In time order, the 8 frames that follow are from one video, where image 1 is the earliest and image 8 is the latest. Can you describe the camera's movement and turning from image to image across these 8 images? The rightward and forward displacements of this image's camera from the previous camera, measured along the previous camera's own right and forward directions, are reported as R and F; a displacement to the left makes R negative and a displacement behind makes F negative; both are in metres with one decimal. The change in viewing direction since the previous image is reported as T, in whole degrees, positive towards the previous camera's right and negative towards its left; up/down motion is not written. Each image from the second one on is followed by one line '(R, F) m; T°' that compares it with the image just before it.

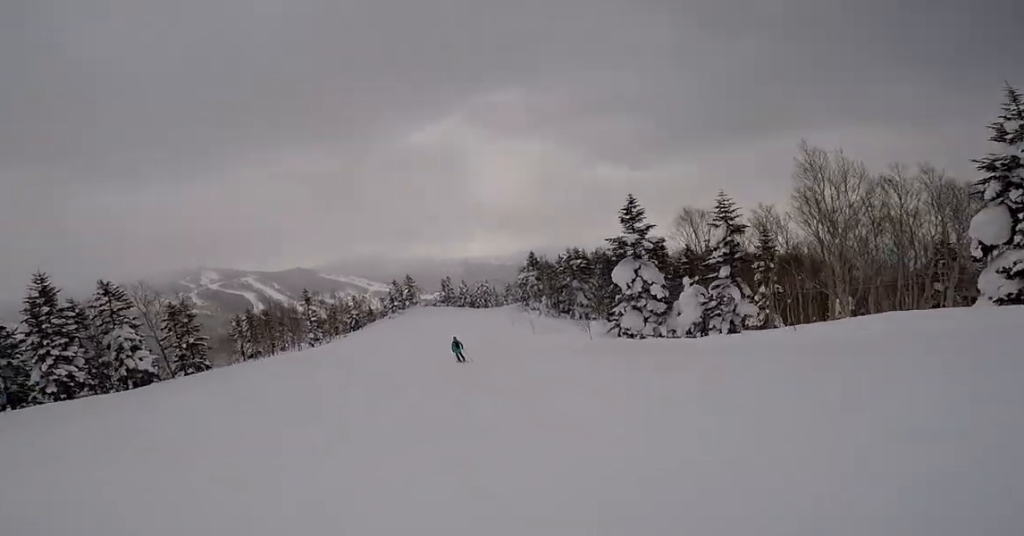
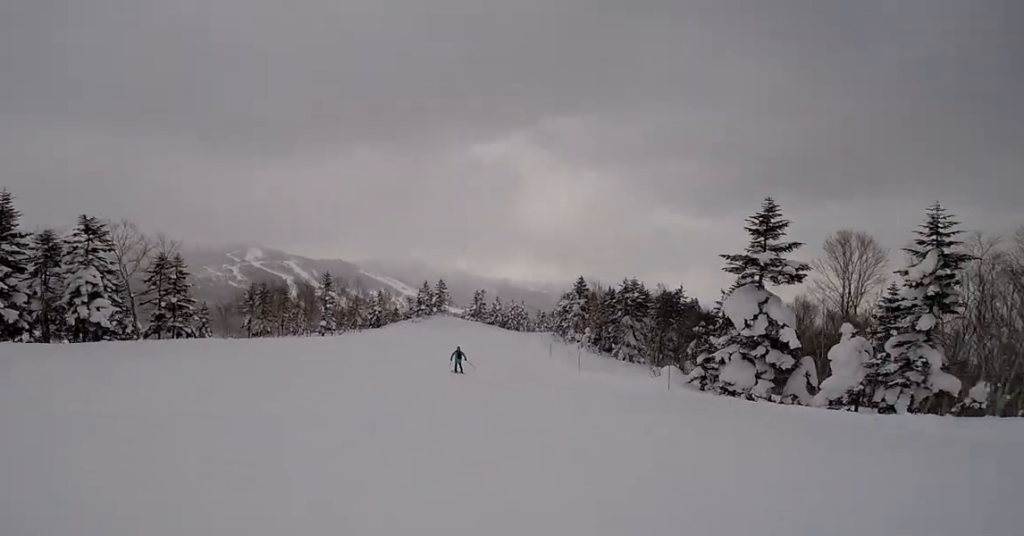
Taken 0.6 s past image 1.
(+0.2, +6.9) m; -4°
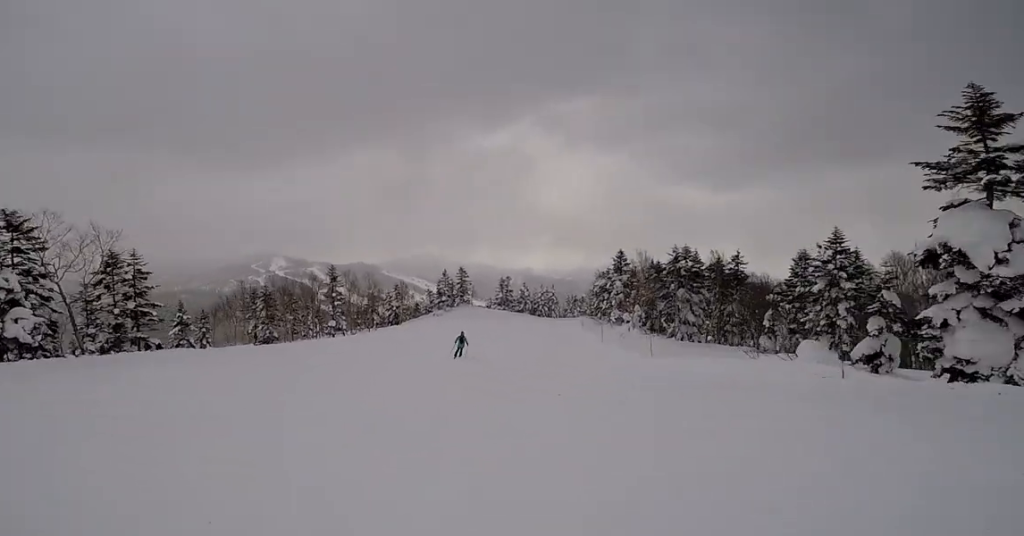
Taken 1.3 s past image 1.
(-0.6, +7.1) m; 0°
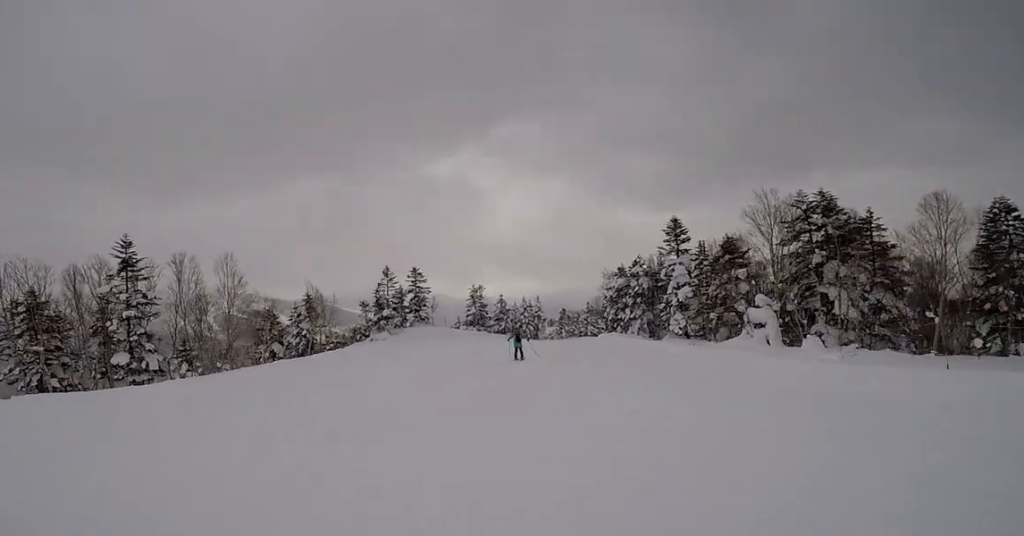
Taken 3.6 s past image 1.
(+1.7, +24.8) m; +12°
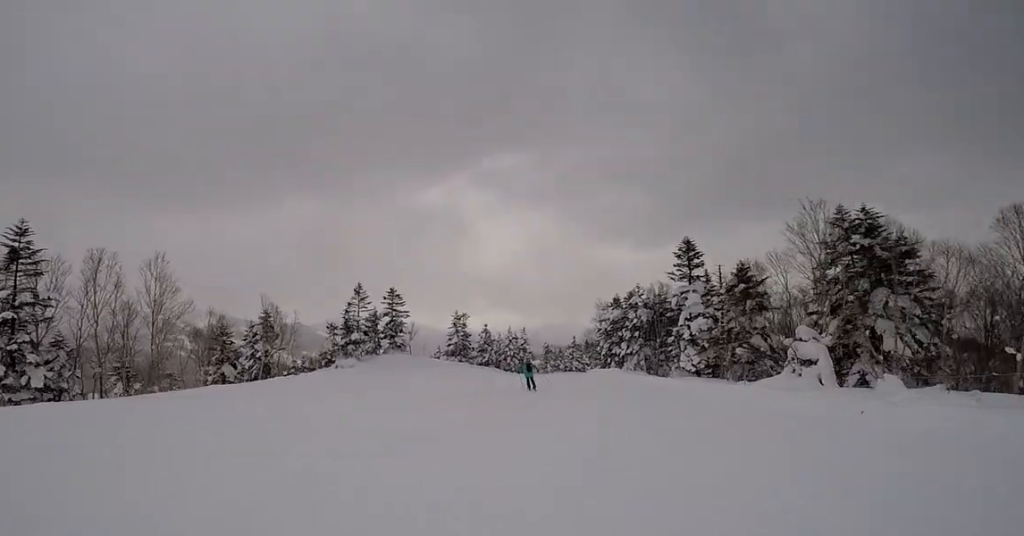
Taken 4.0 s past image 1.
(+0.4, +4.7) m; +4°
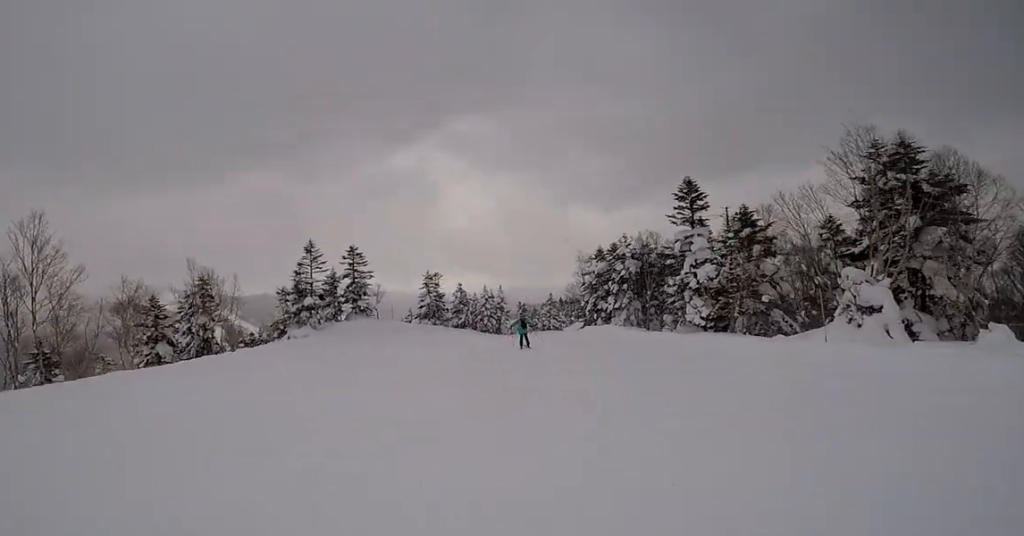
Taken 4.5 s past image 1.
(+0.3, +4.5) m; +3°
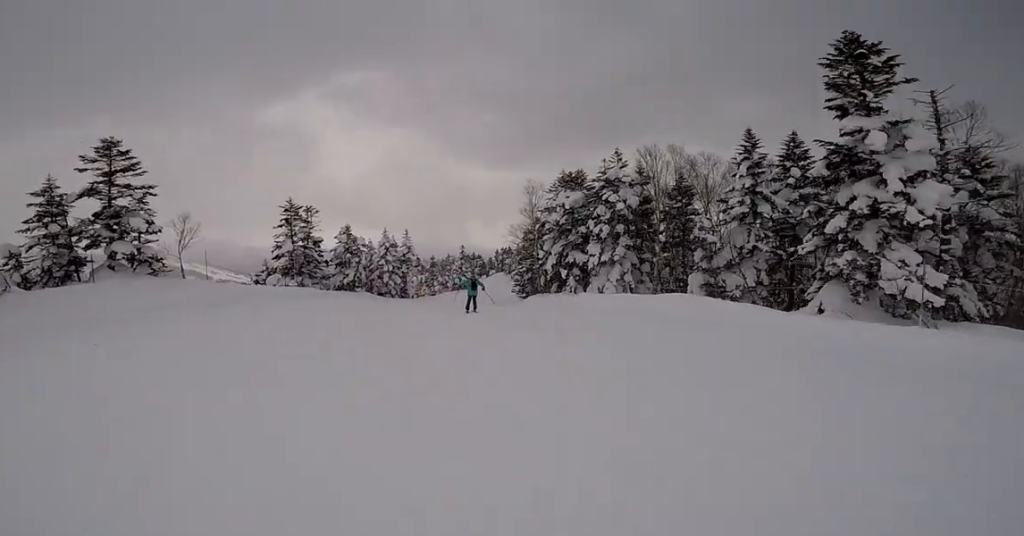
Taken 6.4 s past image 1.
(-1.2, +18.1) m; -4°
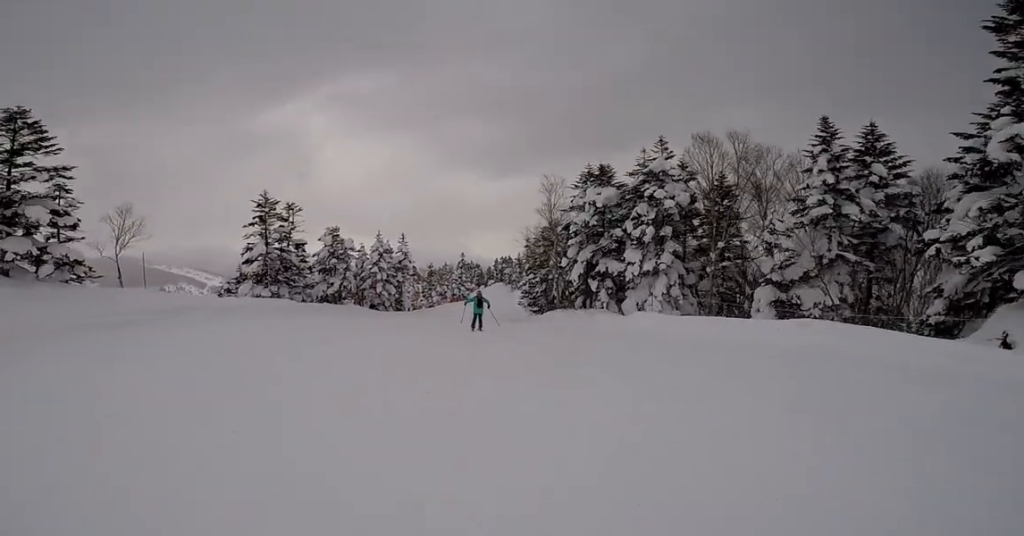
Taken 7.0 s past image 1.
(+0.3, +5.0) m; +3°
